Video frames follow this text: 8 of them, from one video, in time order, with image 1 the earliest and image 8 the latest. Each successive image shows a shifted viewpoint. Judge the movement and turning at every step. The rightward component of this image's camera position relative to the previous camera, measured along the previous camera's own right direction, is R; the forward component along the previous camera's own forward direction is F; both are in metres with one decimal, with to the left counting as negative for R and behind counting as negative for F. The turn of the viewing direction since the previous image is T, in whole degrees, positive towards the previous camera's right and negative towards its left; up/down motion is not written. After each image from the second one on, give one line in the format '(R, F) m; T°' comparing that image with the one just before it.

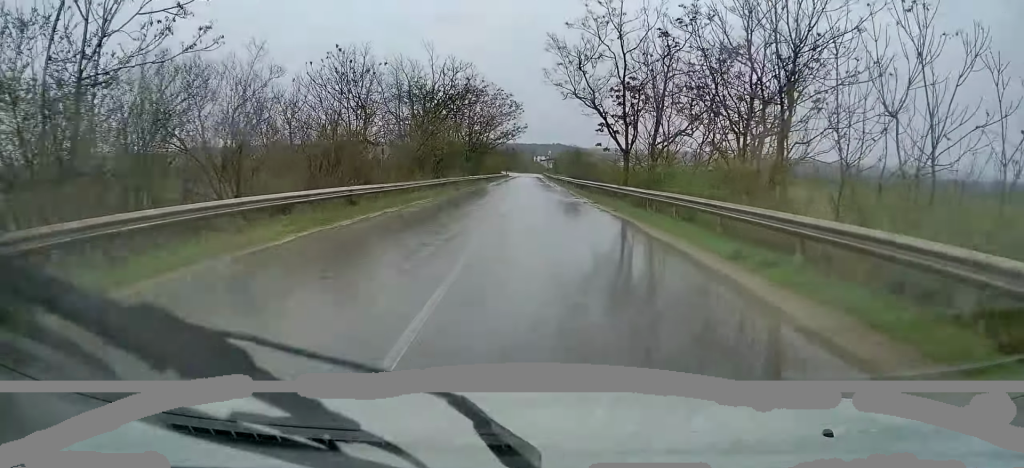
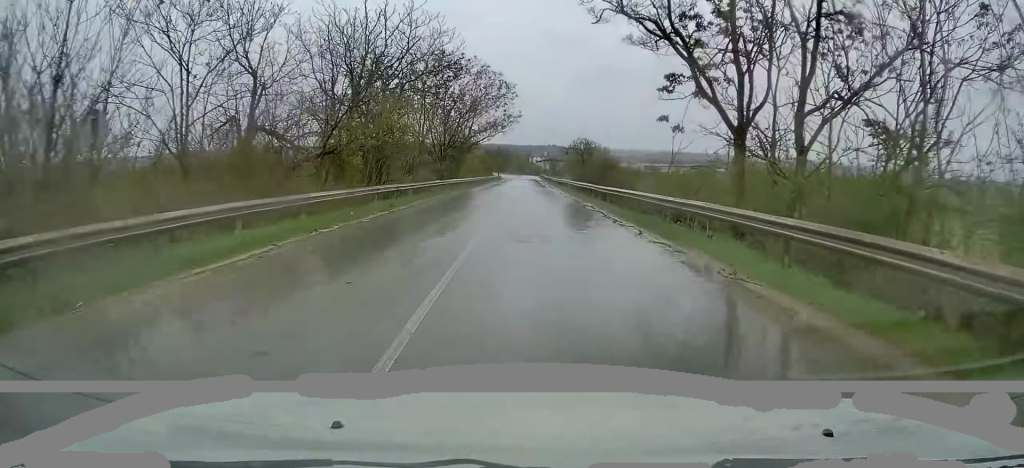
(+0.1, +19.0) m; 0°
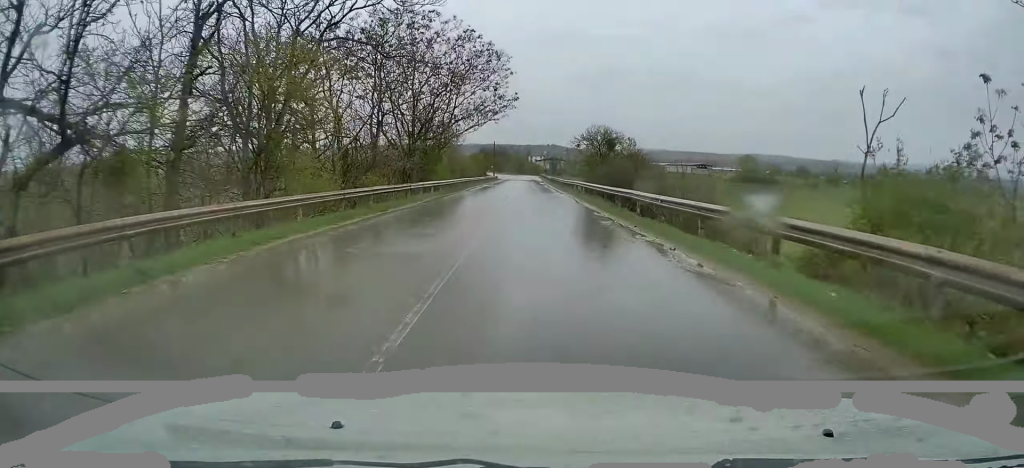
(-0.1, +15.3) m; -1°
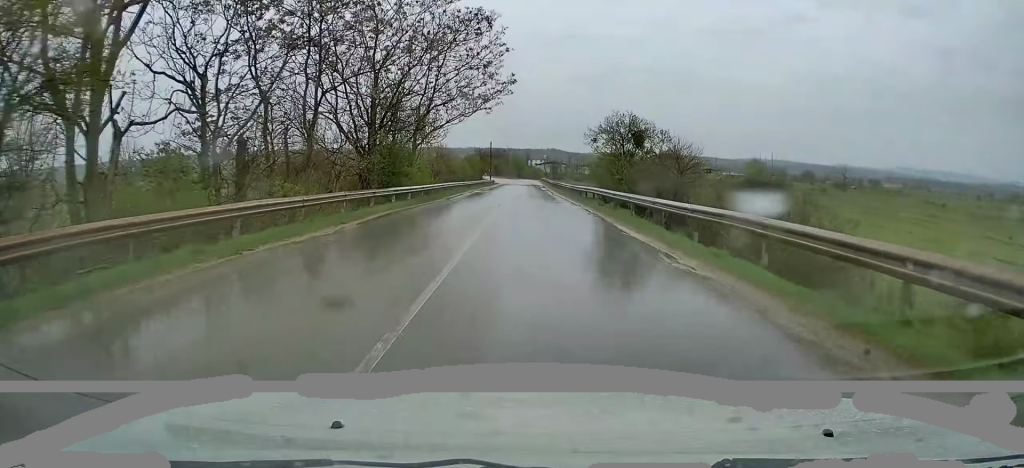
(0.0, +11.0) m; 0°
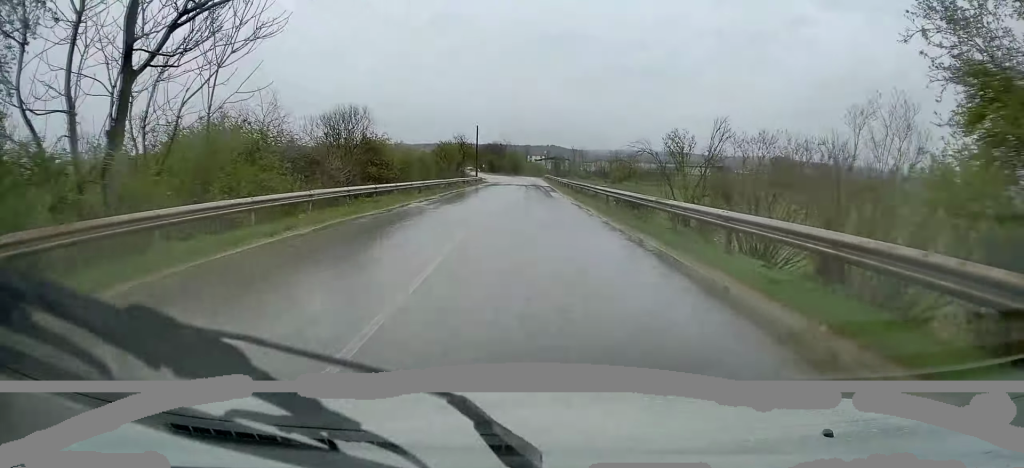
(-0.1, +29.3) m; +1°
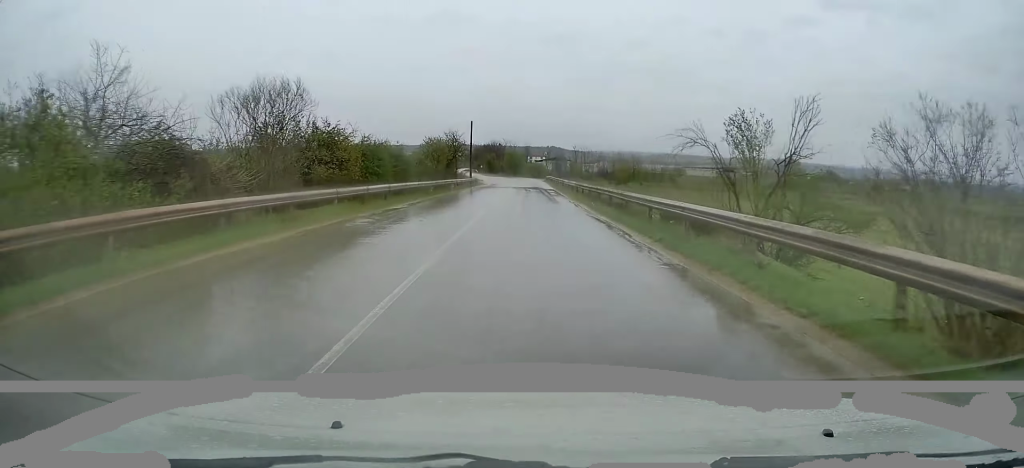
(+0.1, +8.9) m; 0°
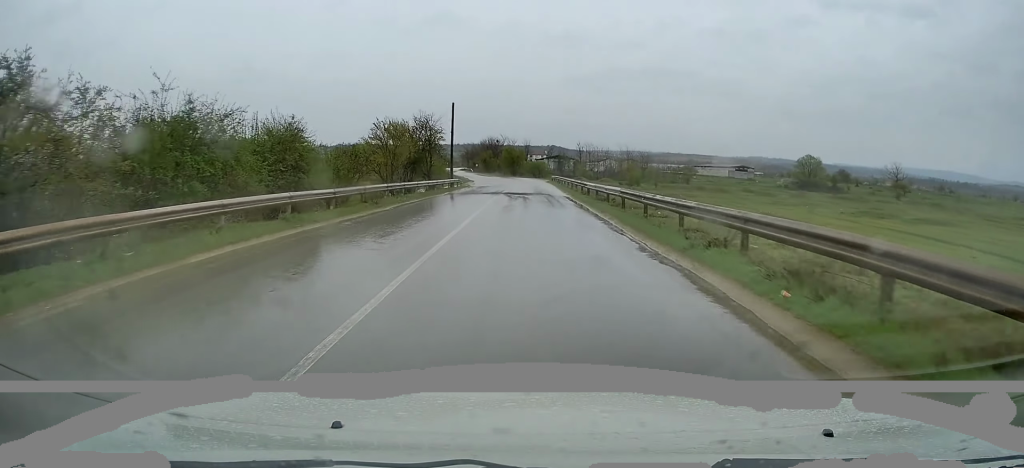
(-0.1, +19.0) m; 0°
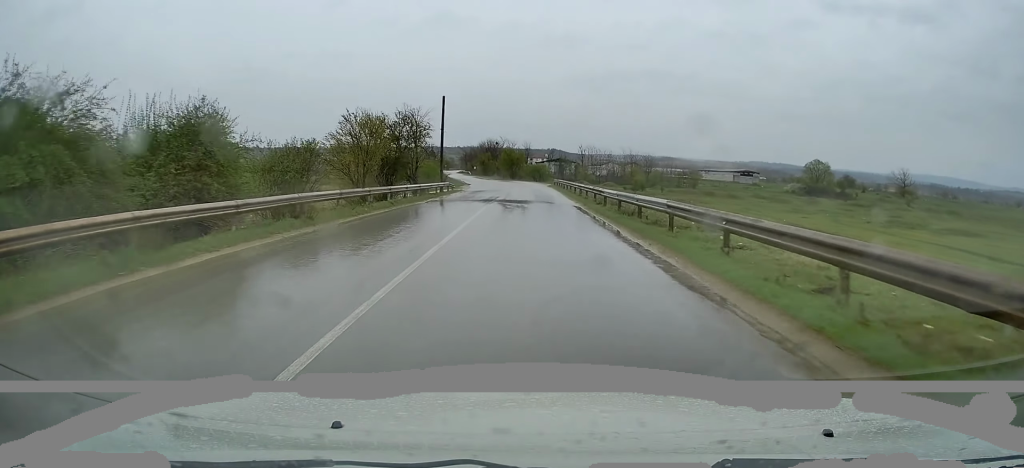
(-0.1, +6.8) m; 0°
